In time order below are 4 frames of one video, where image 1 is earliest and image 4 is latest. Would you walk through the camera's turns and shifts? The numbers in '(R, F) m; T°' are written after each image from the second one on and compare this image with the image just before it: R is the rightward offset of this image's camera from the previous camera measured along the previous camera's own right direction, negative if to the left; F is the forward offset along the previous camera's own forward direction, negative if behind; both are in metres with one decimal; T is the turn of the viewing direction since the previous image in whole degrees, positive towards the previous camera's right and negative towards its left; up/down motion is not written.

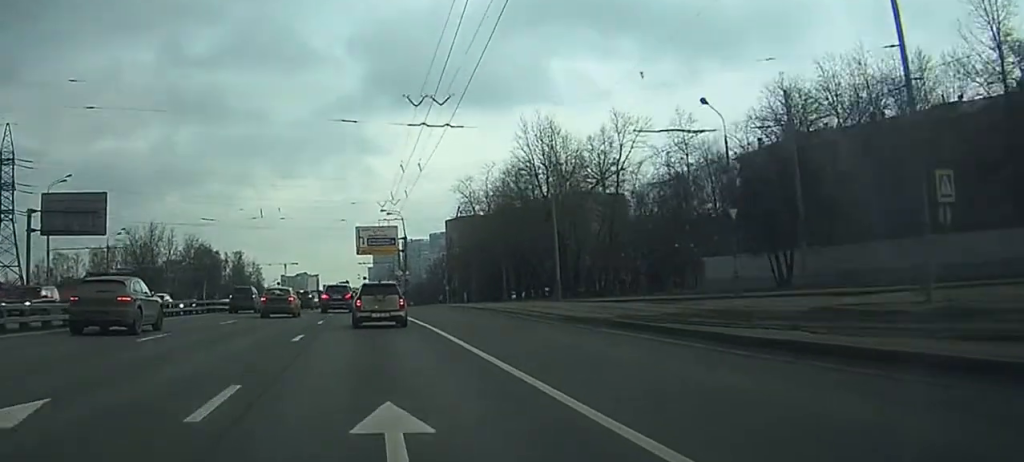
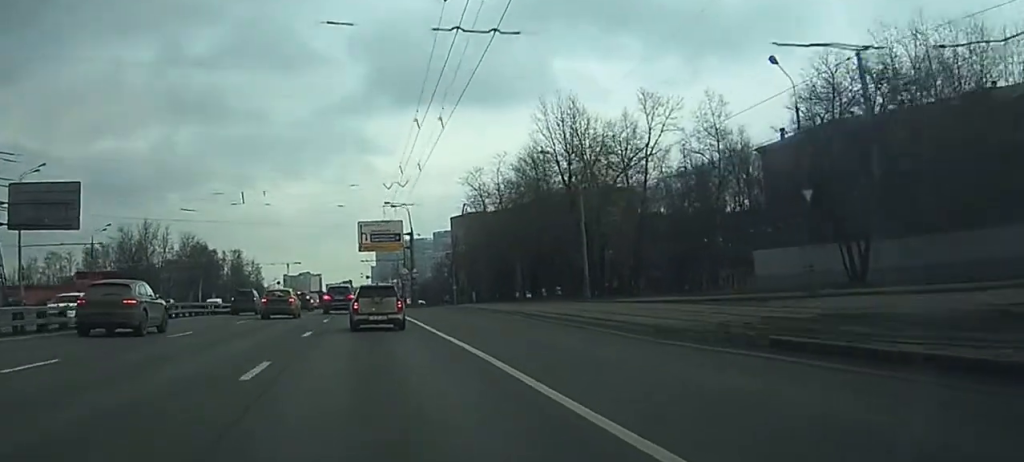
(-0.1, +8.6) m; -1°
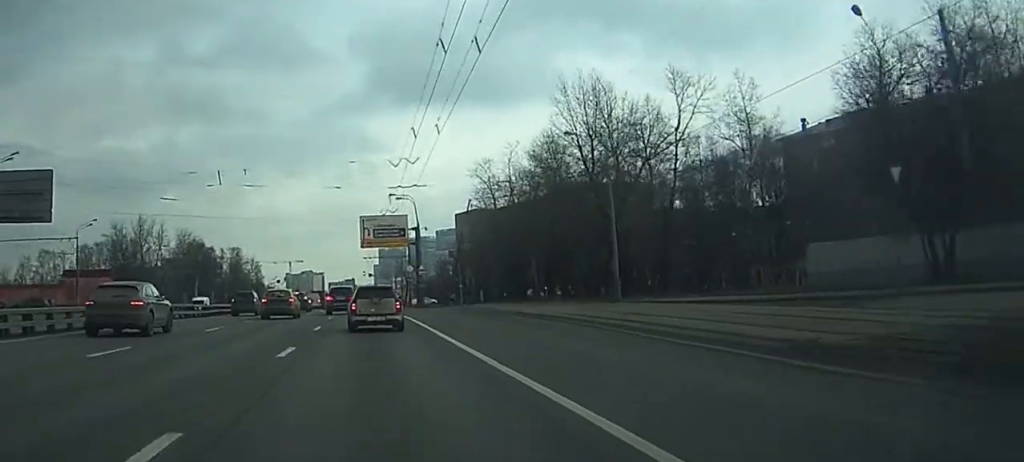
(0.0, +7.5) m; 0°
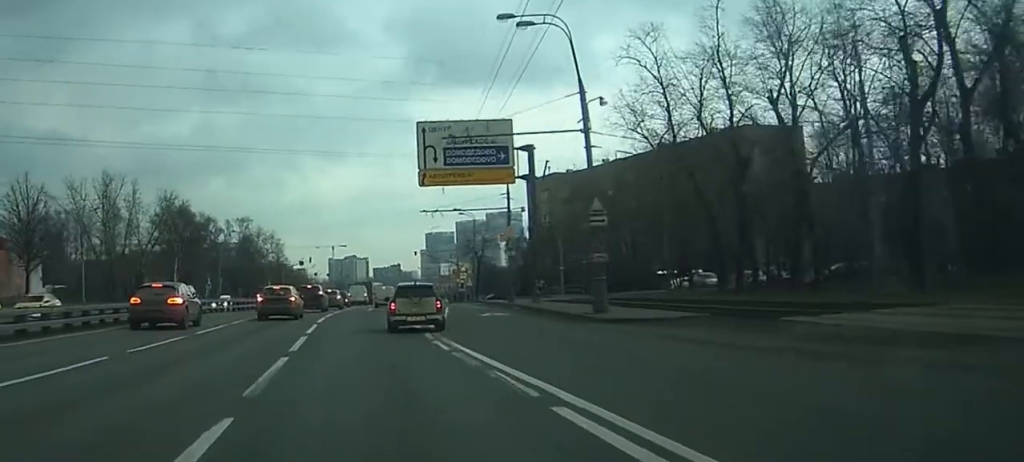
(-0.8, +57.0) m; -2°
